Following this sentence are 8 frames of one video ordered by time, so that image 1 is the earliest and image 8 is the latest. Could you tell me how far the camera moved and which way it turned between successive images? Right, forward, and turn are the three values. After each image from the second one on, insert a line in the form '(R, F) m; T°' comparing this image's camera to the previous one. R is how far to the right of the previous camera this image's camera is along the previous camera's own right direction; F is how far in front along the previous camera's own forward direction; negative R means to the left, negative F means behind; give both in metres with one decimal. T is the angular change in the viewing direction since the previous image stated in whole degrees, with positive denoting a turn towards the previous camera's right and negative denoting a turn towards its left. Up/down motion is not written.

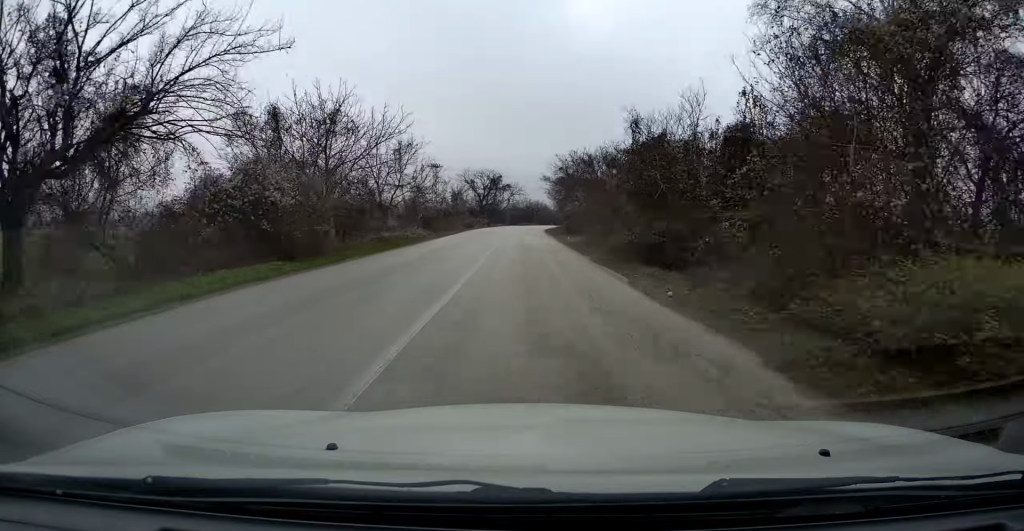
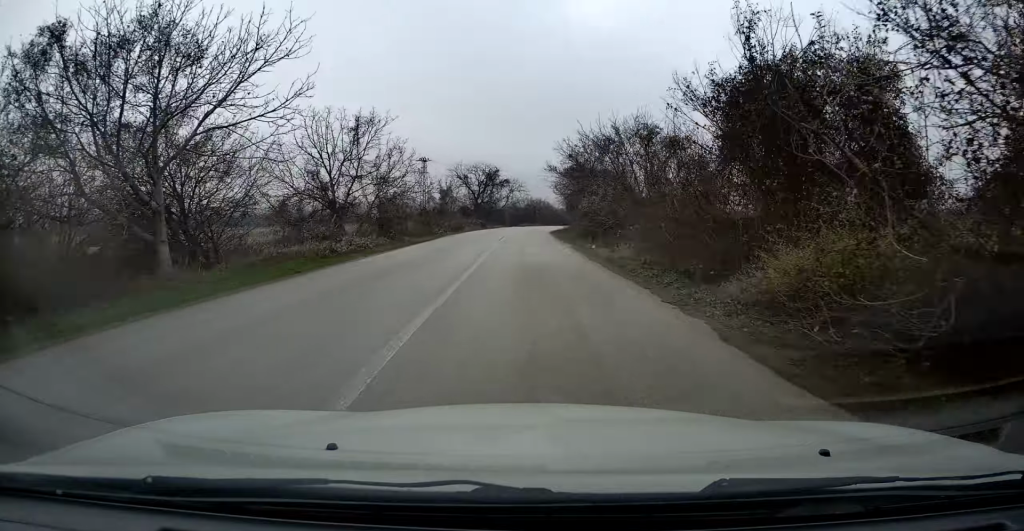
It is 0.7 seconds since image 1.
(0.0, +12.9) m; 0°
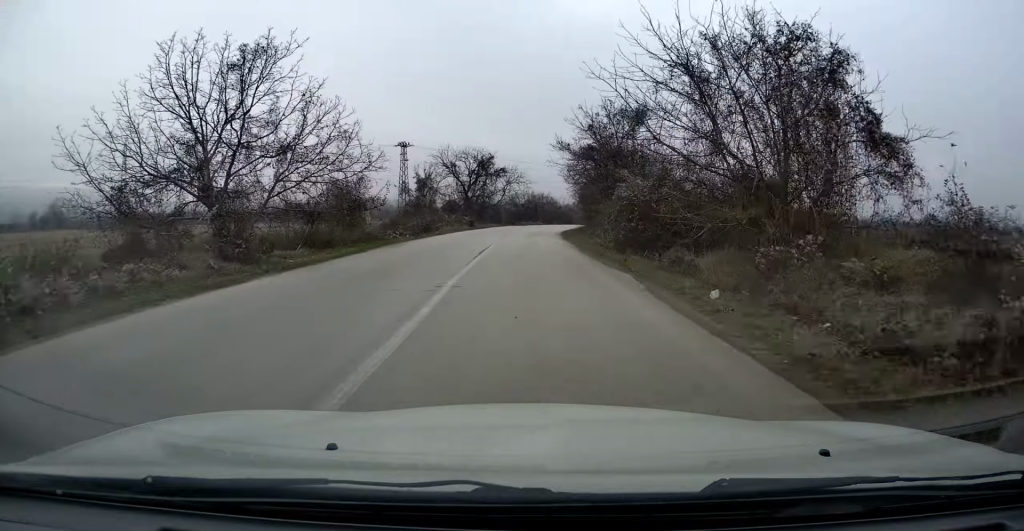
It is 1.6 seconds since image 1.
(0.0, +16.0) m; +1°
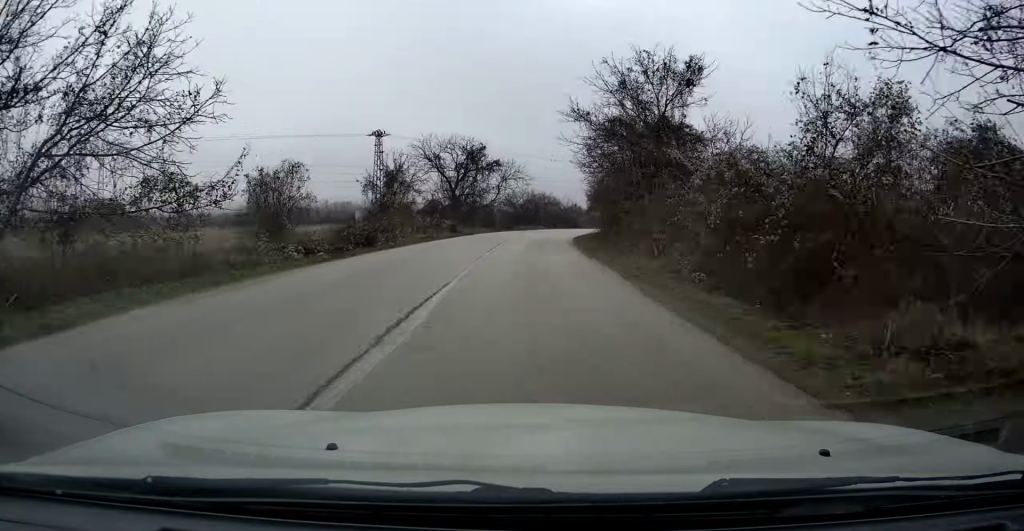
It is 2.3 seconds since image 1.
(+0.2, +12.9) m; 0°
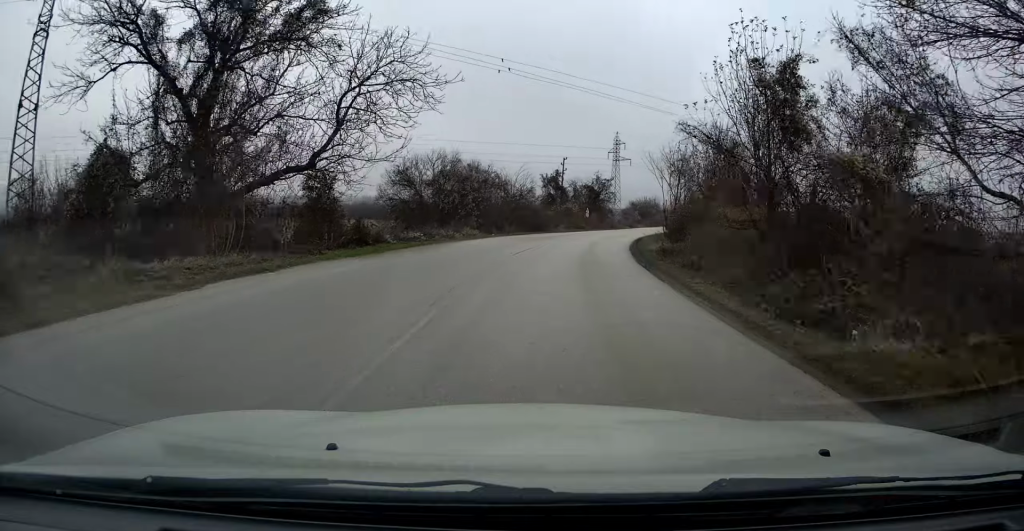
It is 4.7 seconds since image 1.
(+0.2, +44.7) m; +4°
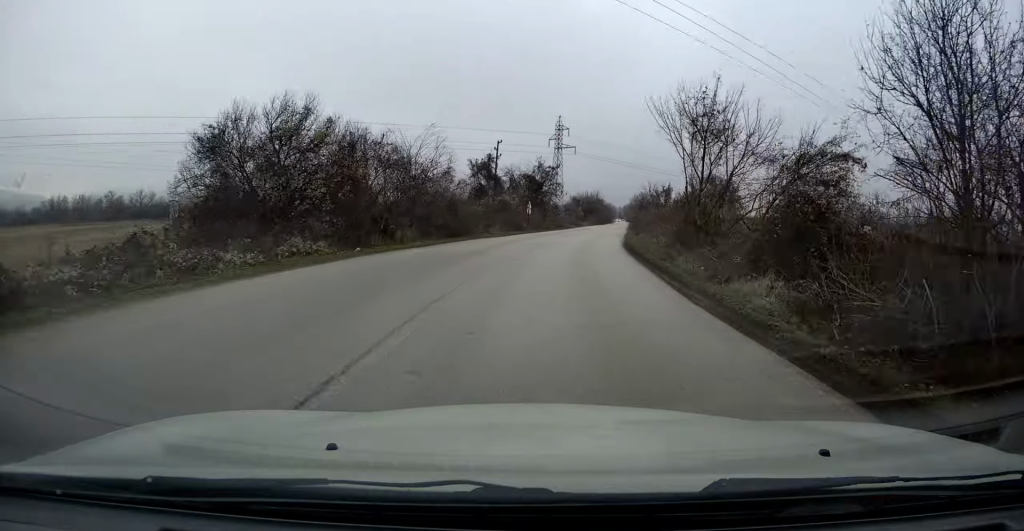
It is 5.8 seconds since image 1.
(+0.9, +17.7) m; +5°
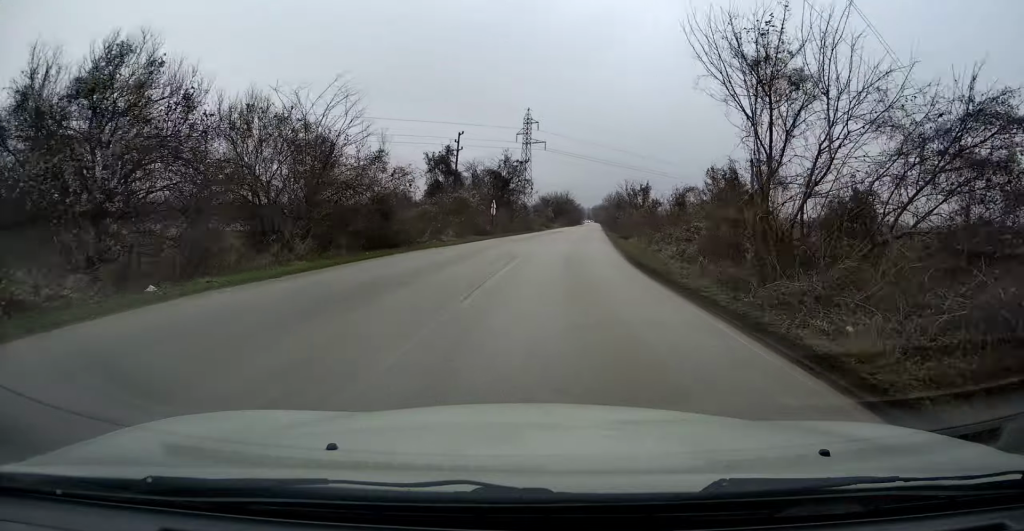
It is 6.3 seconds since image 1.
(+0.1, +9.0) m; +3°
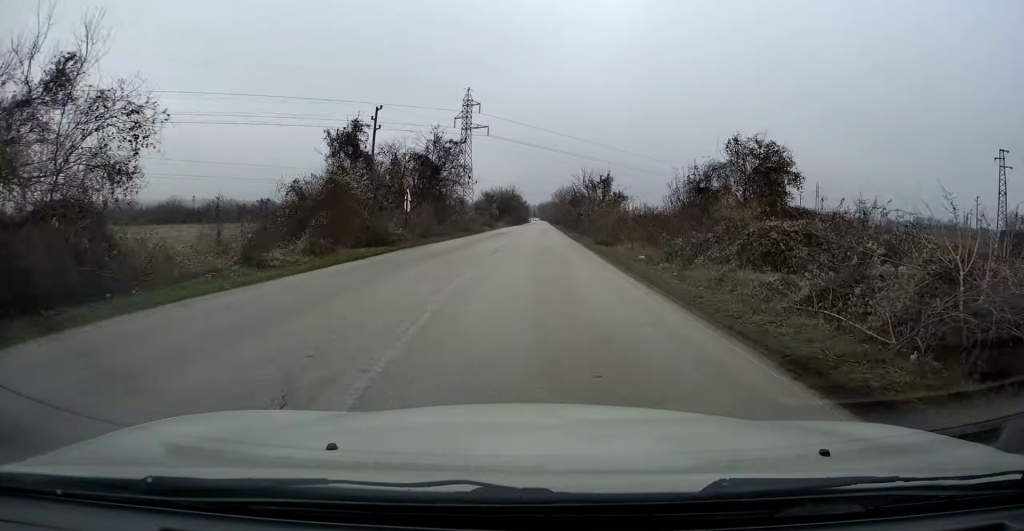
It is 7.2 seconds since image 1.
(+0.8, +14.9) m; +6°
